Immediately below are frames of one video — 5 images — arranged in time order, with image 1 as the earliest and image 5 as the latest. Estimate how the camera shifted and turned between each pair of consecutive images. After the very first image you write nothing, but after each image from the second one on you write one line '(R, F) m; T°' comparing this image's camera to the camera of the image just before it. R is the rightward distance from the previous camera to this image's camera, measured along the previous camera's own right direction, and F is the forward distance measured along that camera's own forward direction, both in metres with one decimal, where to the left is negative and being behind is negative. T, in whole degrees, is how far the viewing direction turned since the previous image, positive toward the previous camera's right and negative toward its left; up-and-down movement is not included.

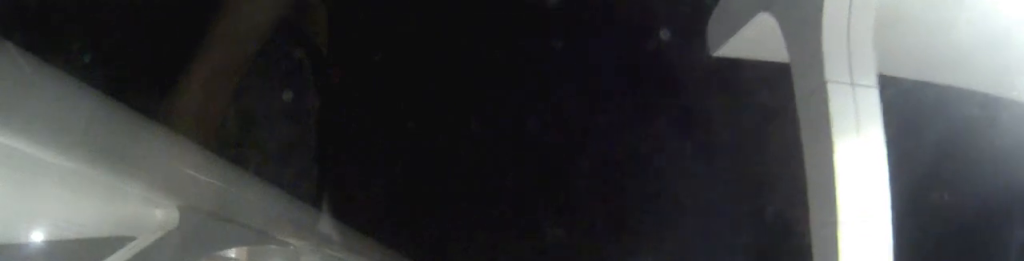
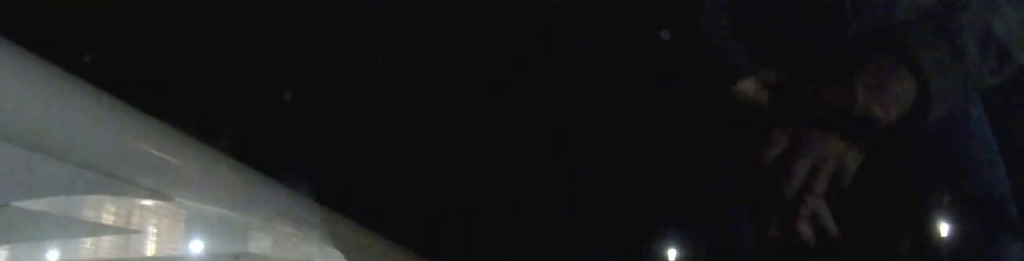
(0.0, +8.0) m; 0°
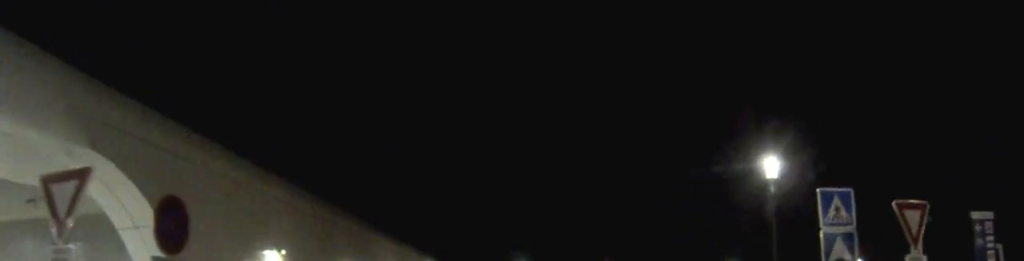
(+0.1, +13.8) m; +2°
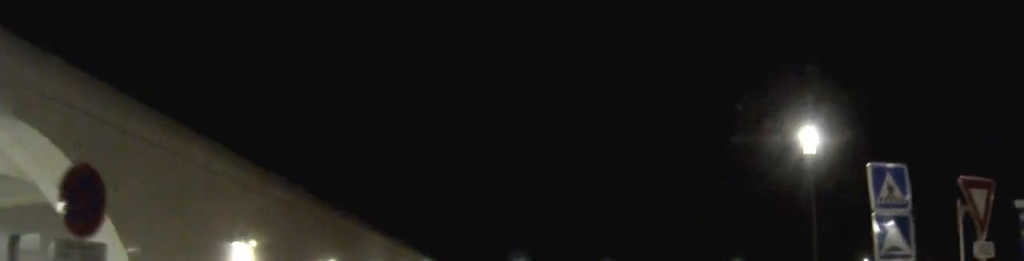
(0.0, +2.2) m; 0°
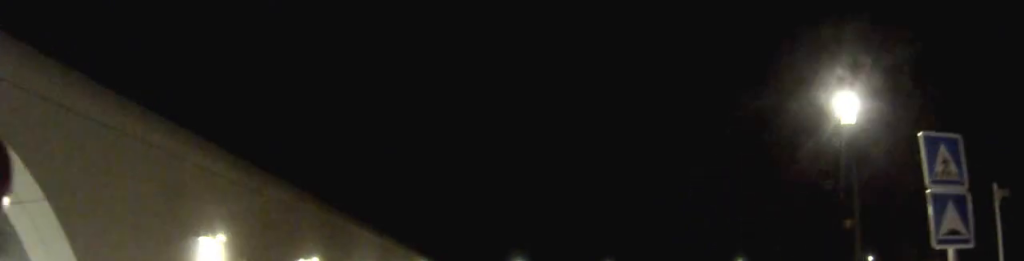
(0.0, +1.8) m; 0°
